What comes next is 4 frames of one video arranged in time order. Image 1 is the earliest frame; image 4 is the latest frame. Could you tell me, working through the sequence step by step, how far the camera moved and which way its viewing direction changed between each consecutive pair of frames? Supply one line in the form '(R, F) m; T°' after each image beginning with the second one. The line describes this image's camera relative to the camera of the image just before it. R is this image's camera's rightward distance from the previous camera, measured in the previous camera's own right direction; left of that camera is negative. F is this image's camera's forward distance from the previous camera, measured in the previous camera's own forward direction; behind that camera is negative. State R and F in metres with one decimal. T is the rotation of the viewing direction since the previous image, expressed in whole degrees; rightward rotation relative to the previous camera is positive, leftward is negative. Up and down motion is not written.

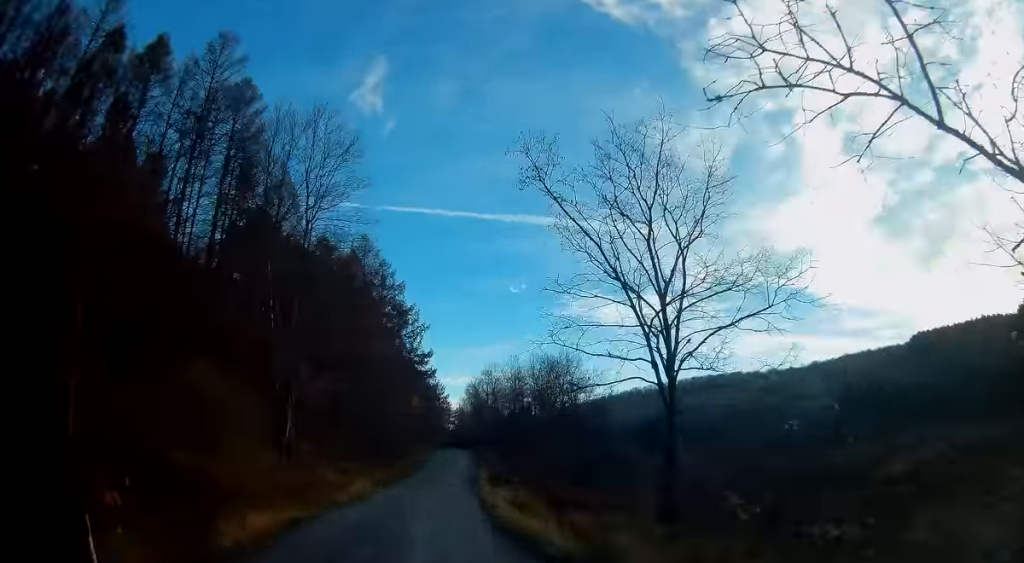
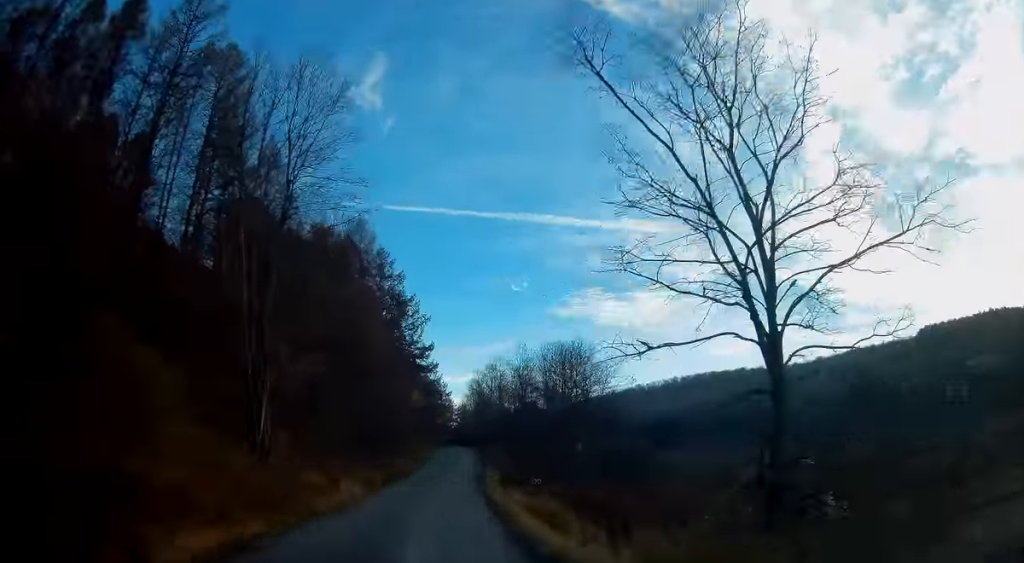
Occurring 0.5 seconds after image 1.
(-0.2, +5.0) m; 0°
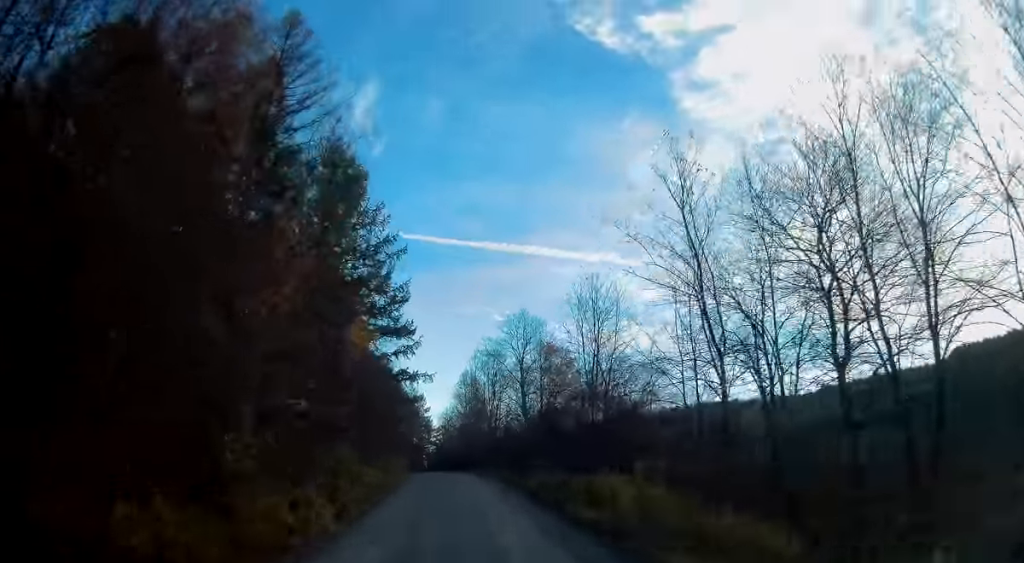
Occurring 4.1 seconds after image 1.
(+0.3, +40.3) m; +1°
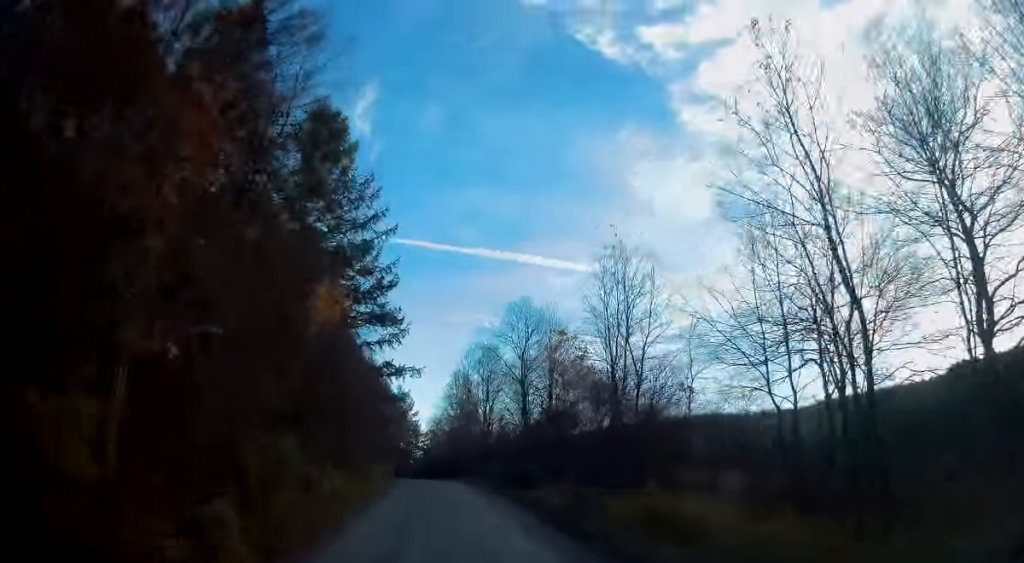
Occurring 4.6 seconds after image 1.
(-0.1, +6.2) m; +1°
